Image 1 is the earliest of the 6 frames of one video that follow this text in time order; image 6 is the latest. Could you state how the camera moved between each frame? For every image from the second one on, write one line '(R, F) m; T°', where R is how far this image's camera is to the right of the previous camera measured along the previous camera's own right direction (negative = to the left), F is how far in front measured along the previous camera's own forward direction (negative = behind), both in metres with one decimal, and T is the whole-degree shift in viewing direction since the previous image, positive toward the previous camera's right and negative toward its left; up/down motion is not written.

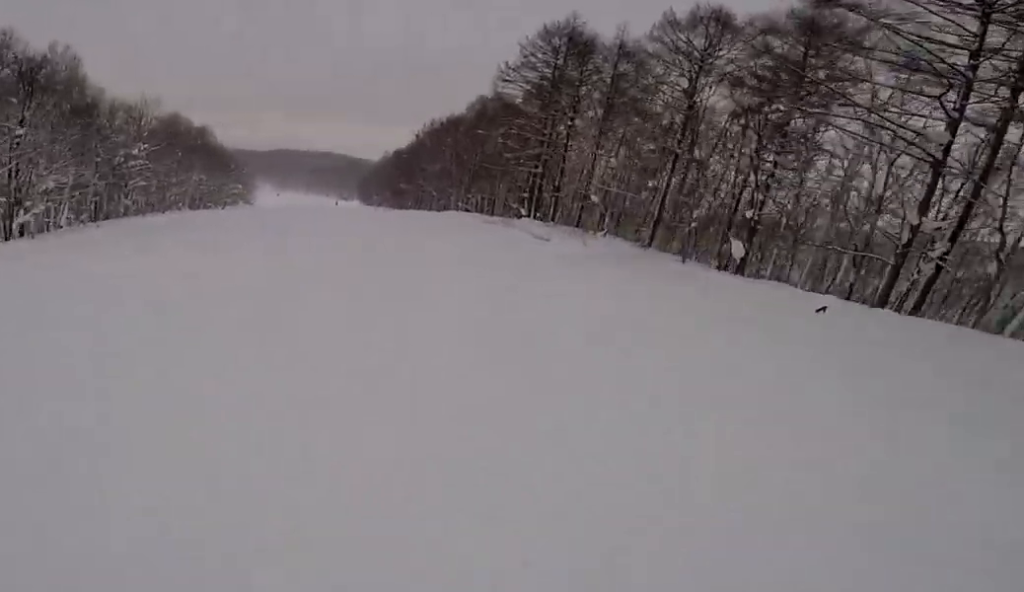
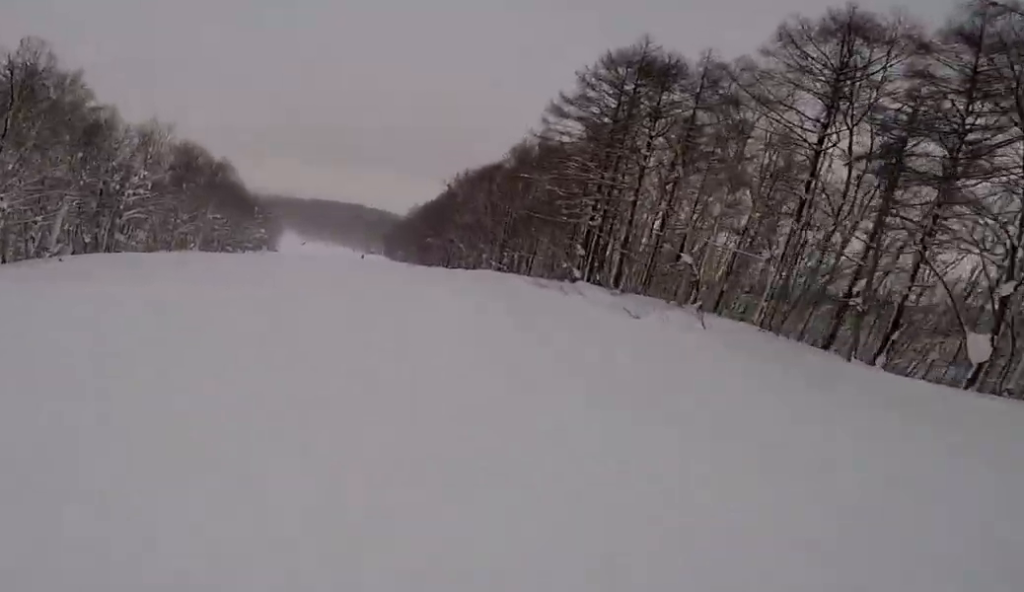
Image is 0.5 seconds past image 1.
(-0.2, +7.5) m; -2°
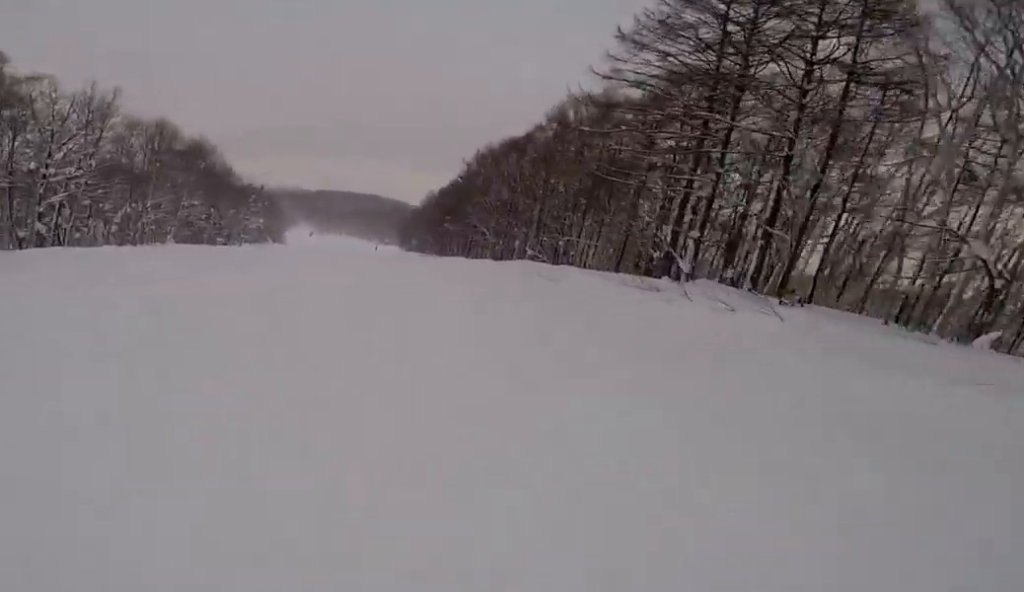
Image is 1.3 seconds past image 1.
(-0.7, +11.0) m; 0°
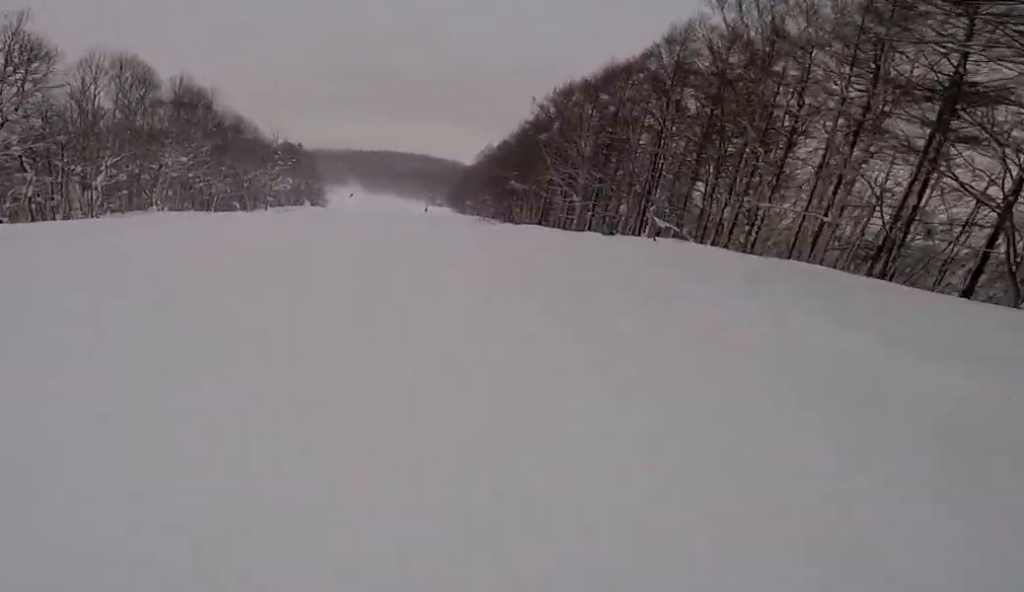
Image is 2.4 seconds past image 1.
(+0.6, +15.3) m; -4°
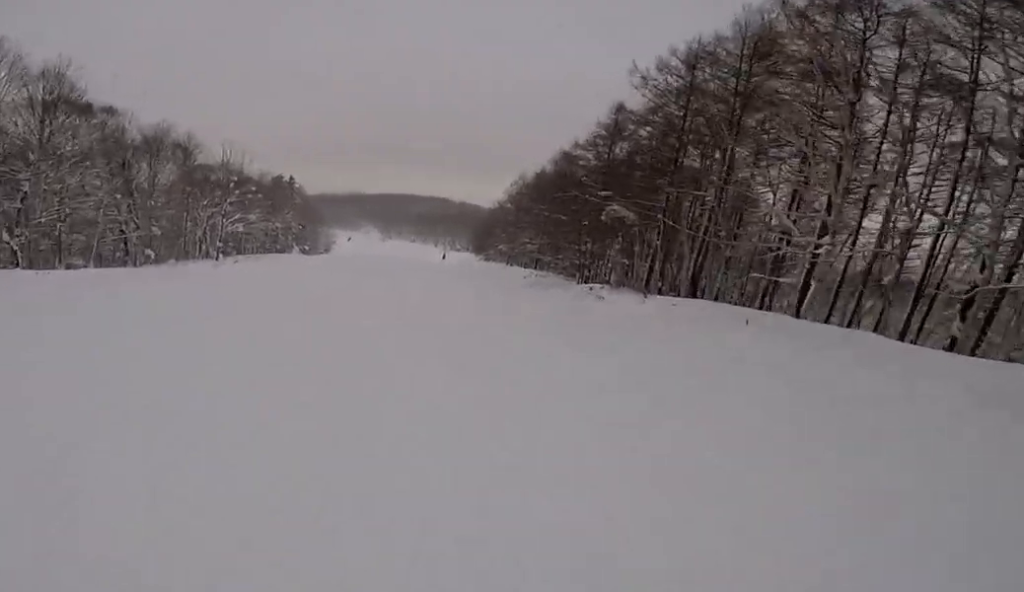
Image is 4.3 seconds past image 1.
(-1.7, +26.5) m; 0°
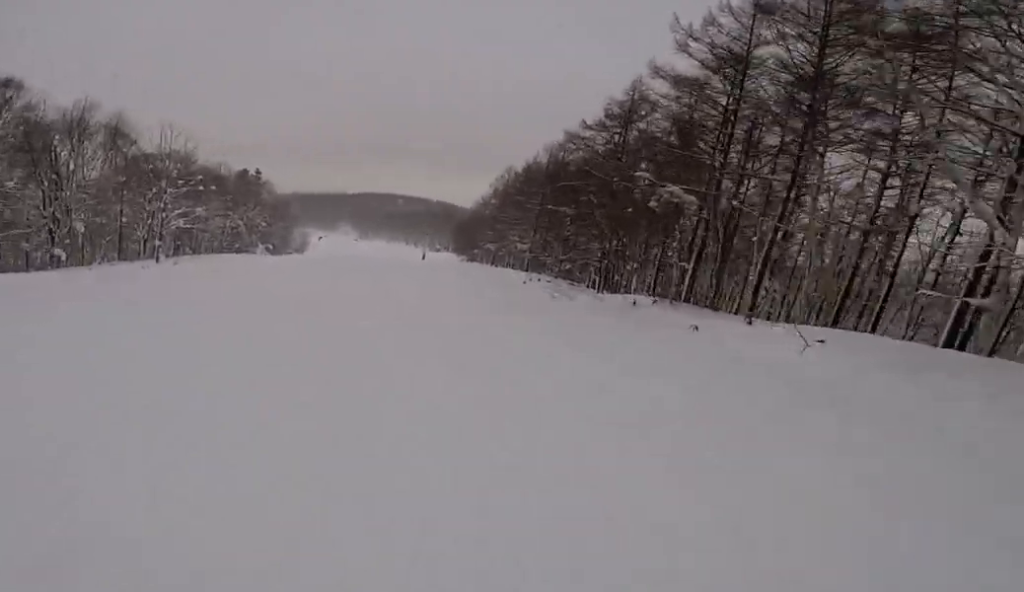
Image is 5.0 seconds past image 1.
(0.0, +8.3) m; 0°
